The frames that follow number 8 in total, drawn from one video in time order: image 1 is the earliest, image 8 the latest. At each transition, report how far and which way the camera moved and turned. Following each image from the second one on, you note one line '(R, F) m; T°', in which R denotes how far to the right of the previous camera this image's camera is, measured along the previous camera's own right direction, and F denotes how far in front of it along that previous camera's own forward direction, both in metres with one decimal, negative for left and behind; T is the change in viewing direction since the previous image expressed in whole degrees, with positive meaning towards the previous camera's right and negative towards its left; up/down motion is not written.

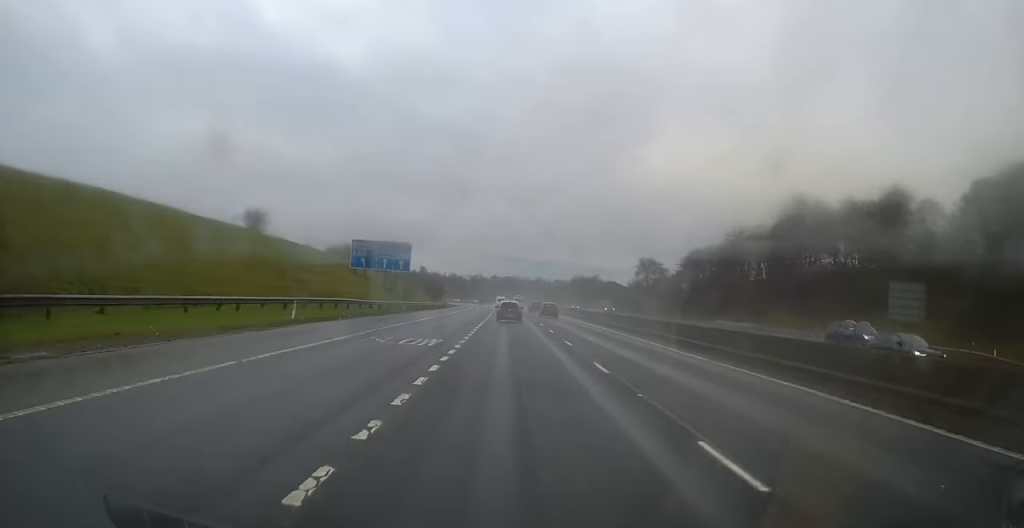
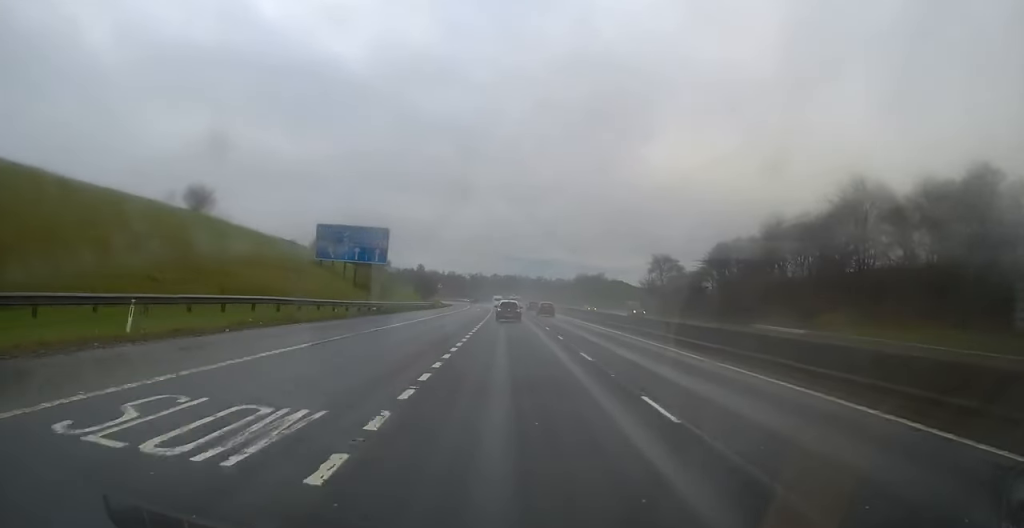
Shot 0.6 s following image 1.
(+0.2, +14.4) m; 0°
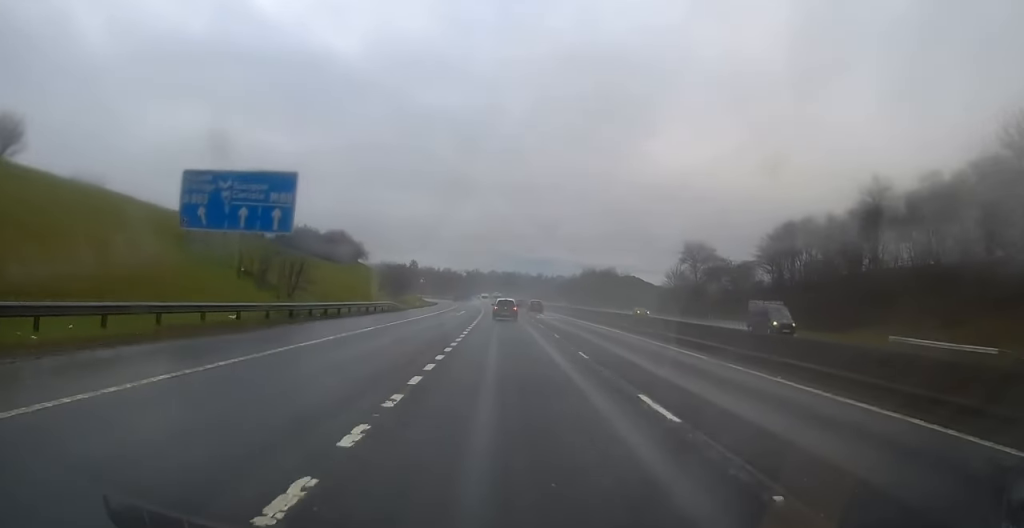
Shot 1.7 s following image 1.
(-0.2, +26.8) m; 0°
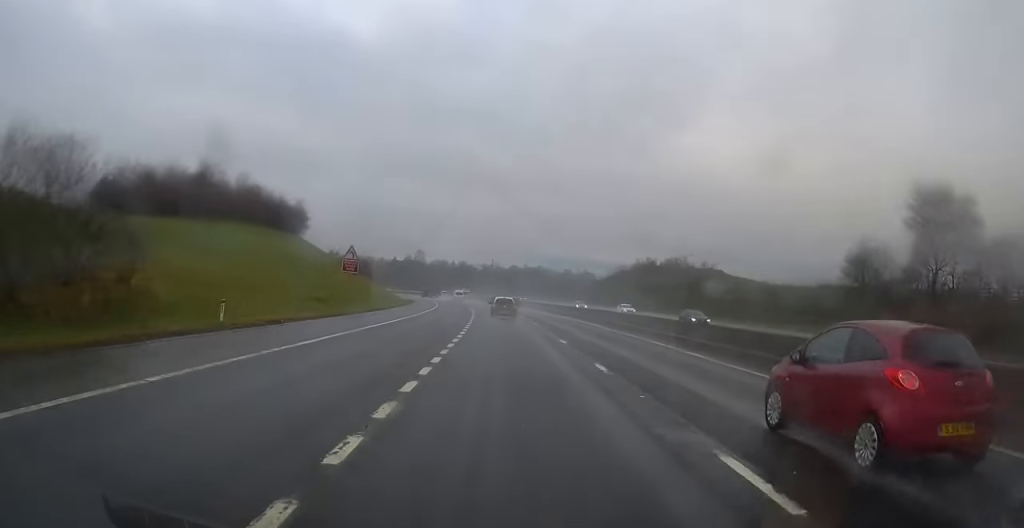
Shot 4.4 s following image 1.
(-1.5, +65.6) m; -3°
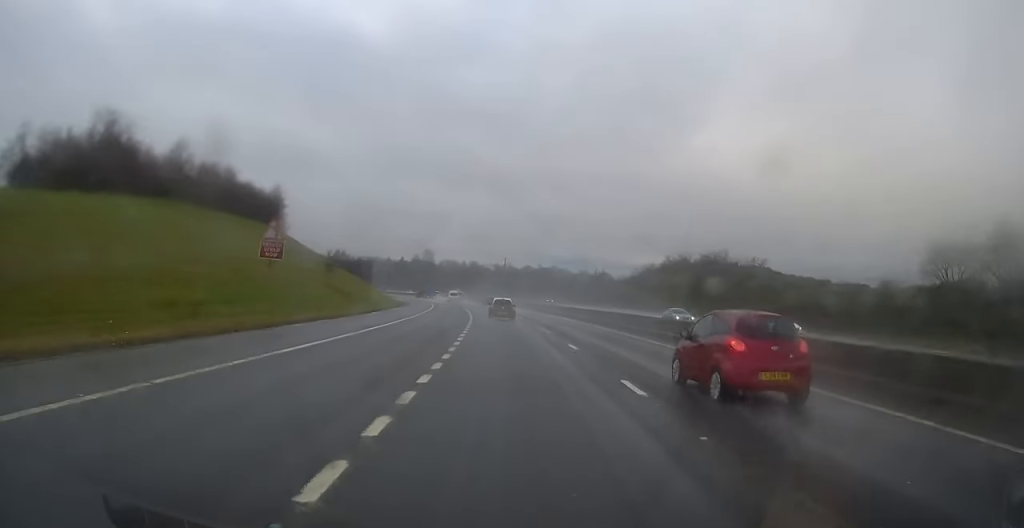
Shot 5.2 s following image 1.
(-0.1, +20.6) m; 0°
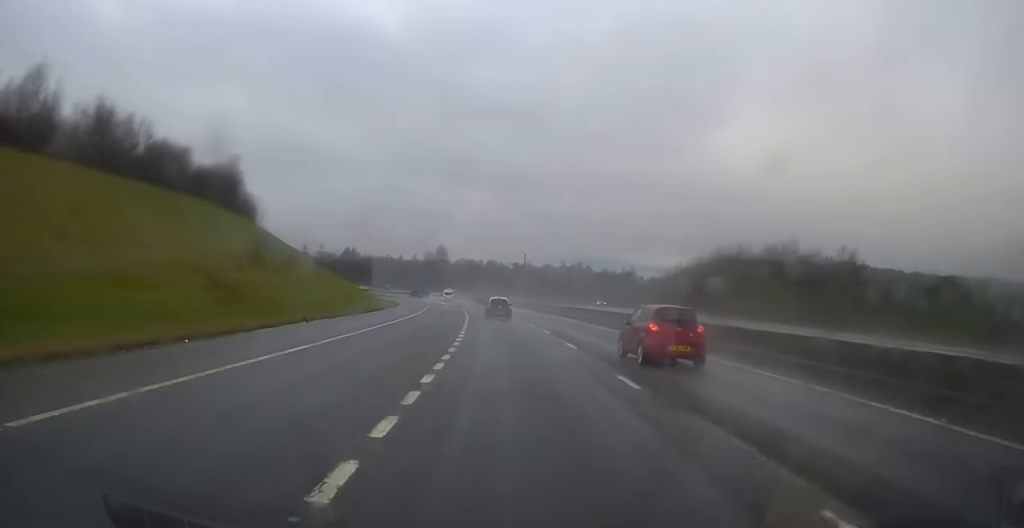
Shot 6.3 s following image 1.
(-0.2, +26.2) m; -1°
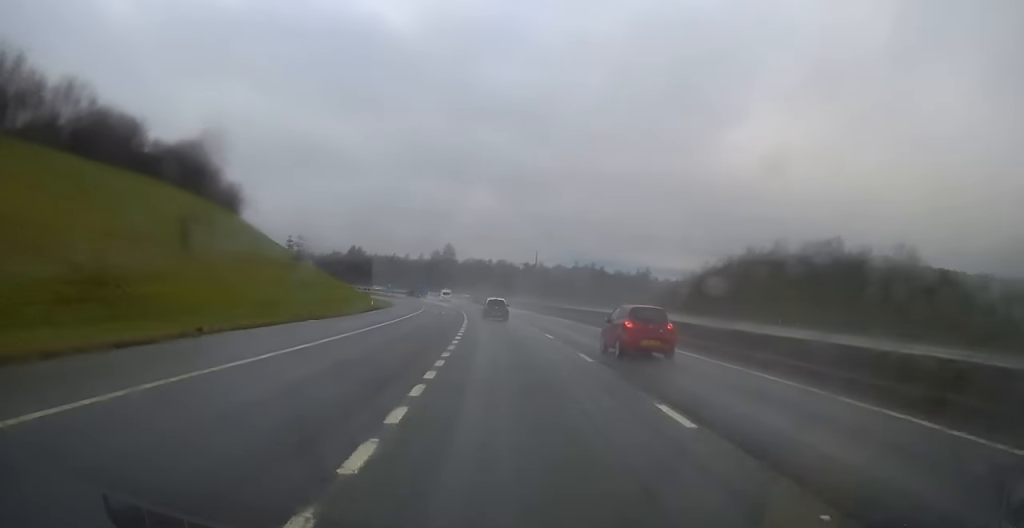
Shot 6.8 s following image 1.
(0.0, +12.1) m; -1°
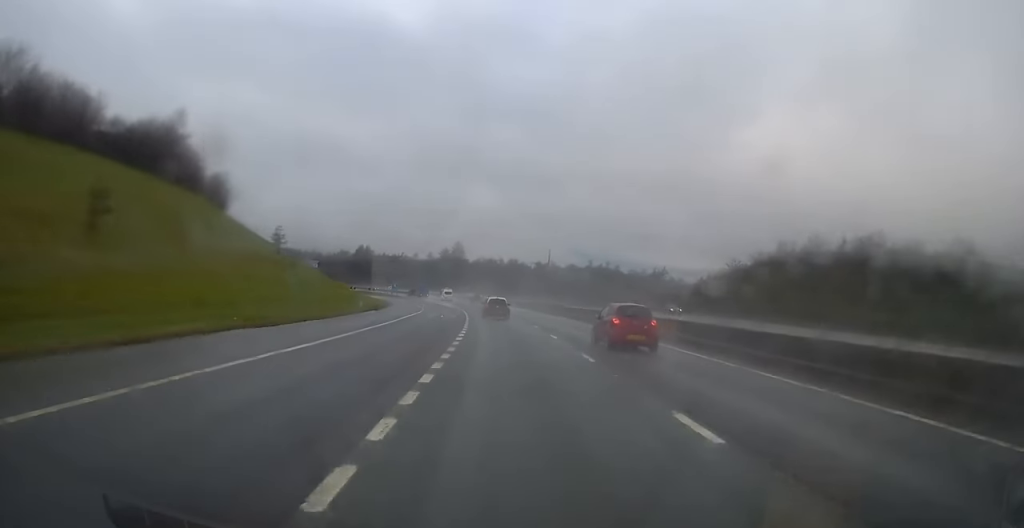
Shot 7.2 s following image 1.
(-0.1, +9.6) m; -1°
